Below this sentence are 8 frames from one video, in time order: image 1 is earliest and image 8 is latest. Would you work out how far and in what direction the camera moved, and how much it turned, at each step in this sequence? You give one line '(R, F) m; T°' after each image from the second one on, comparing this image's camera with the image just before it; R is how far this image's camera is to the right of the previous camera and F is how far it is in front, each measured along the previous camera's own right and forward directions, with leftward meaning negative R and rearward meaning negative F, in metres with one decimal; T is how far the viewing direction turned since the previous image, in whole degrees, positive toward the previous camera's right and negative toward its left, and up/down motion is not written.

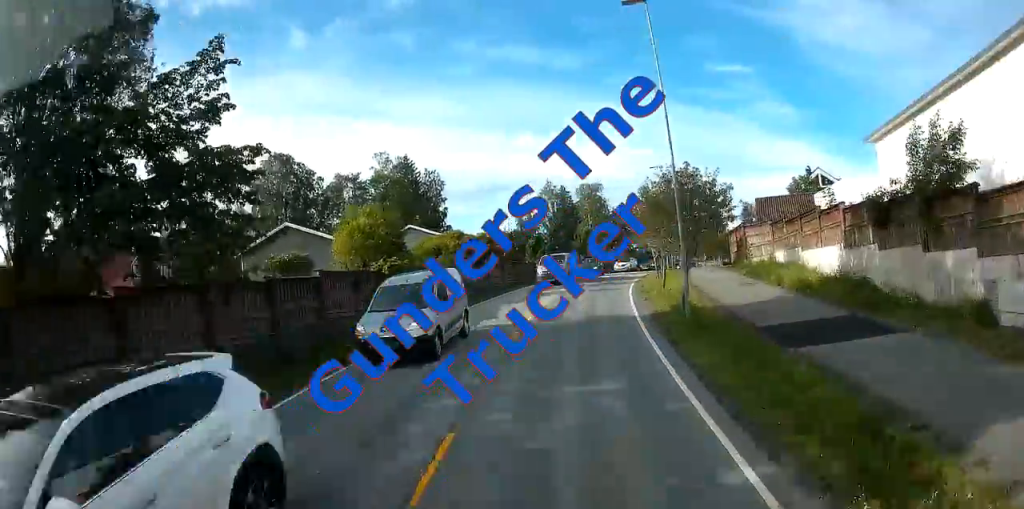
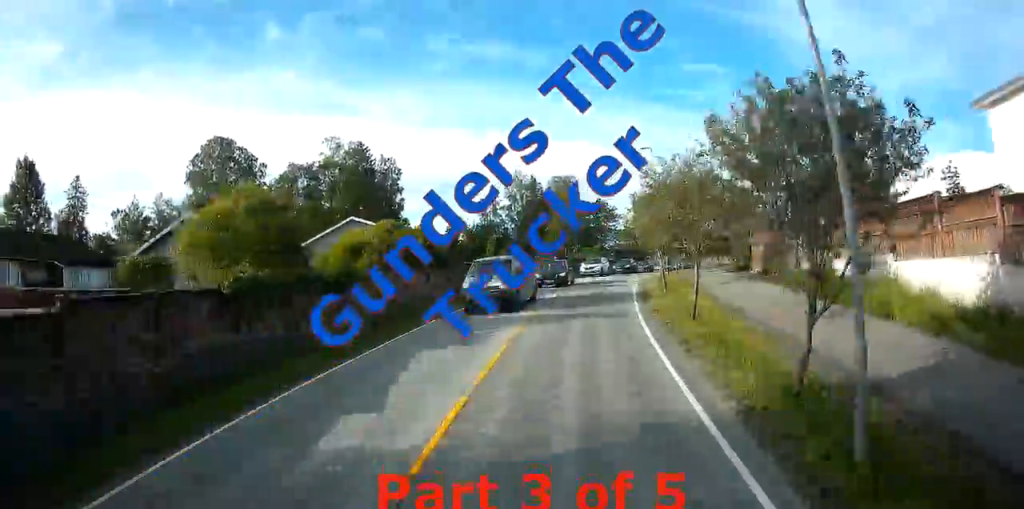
(0.0, +10.5) m; 0°
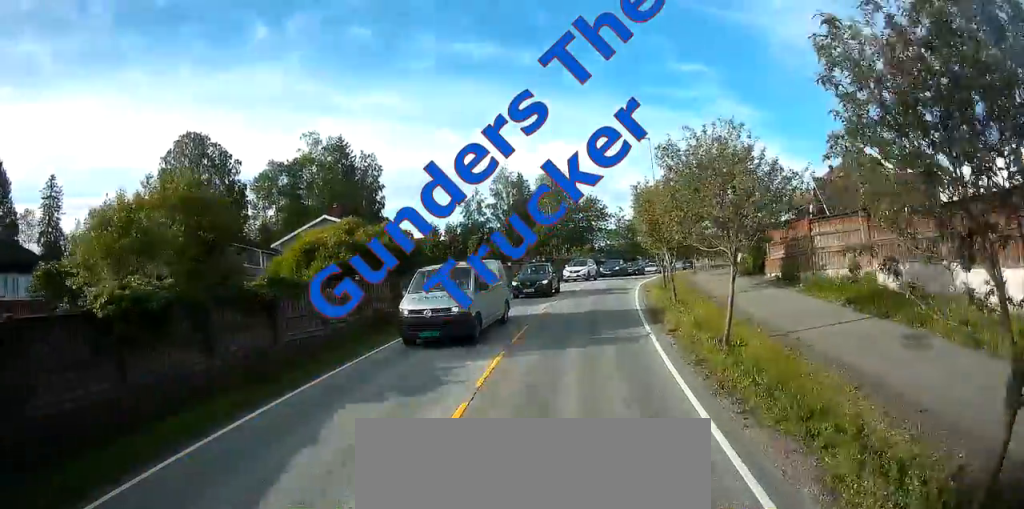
(0.0, +4.6) m; 0°
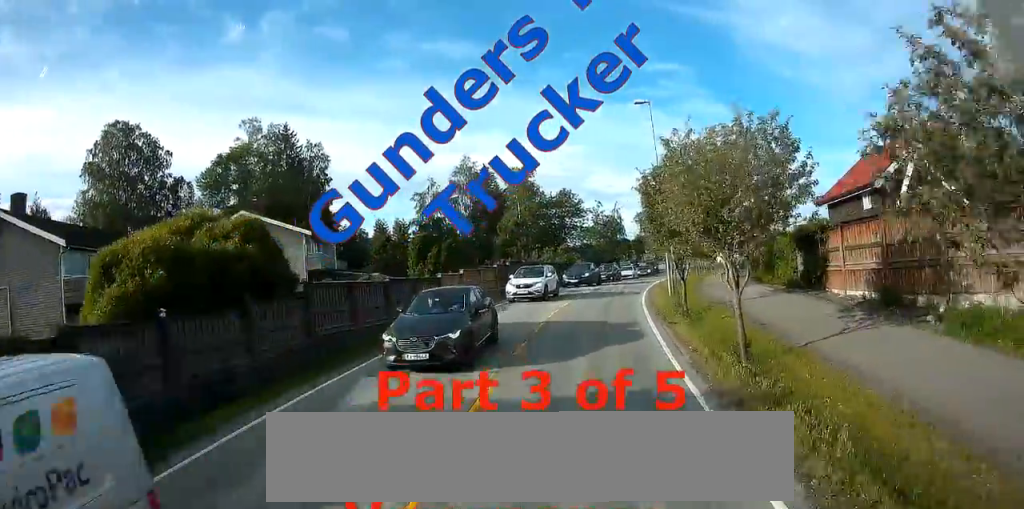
(+0.3, +11.3) m; +5°
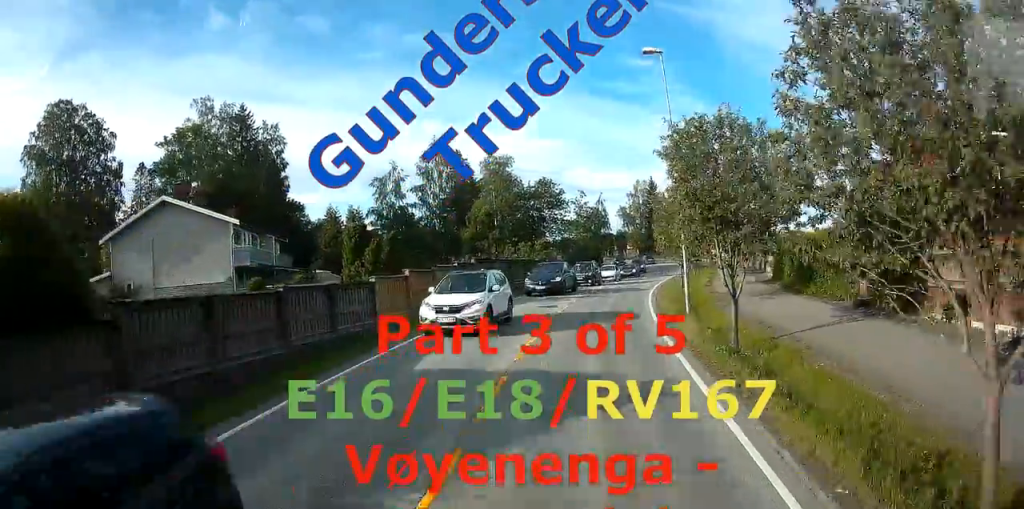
(+0.4, +7.4) m; +5°
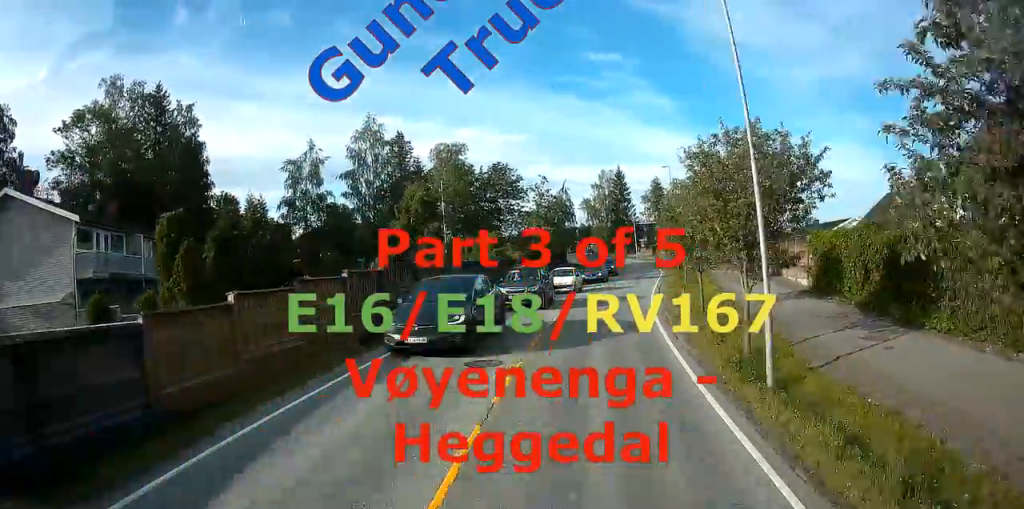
(+0.5, +11.0) m; +6°
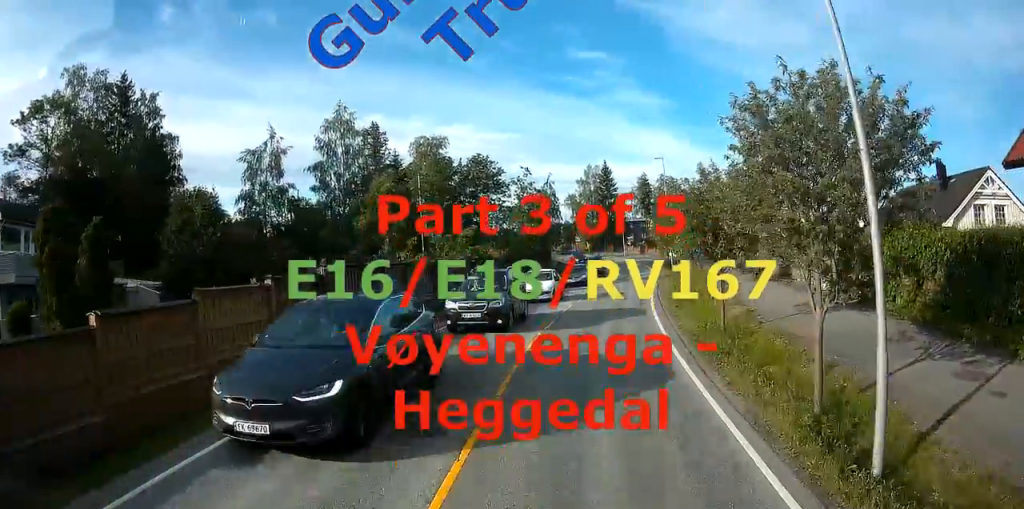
(+0.1, +4.2) m; +2°
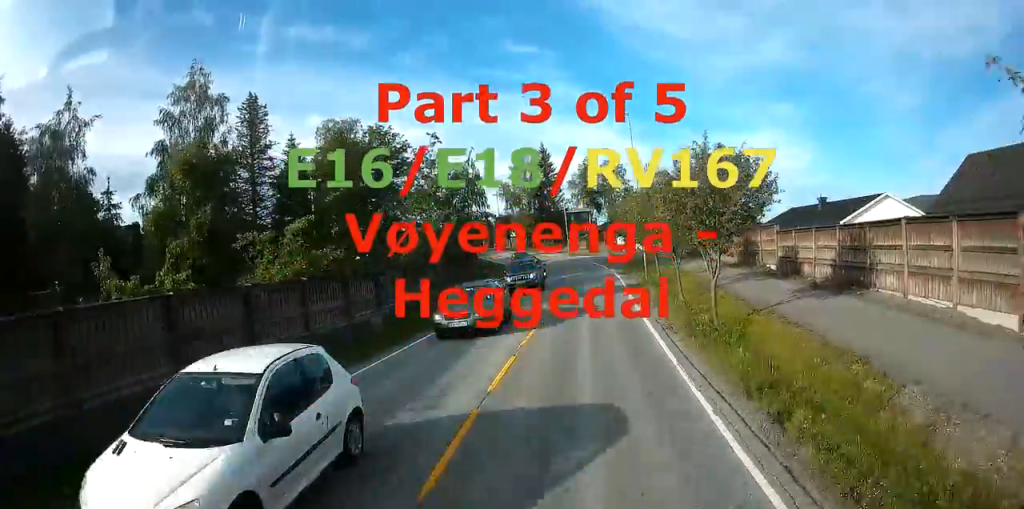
(+0.8, +14.9) m; +6°
